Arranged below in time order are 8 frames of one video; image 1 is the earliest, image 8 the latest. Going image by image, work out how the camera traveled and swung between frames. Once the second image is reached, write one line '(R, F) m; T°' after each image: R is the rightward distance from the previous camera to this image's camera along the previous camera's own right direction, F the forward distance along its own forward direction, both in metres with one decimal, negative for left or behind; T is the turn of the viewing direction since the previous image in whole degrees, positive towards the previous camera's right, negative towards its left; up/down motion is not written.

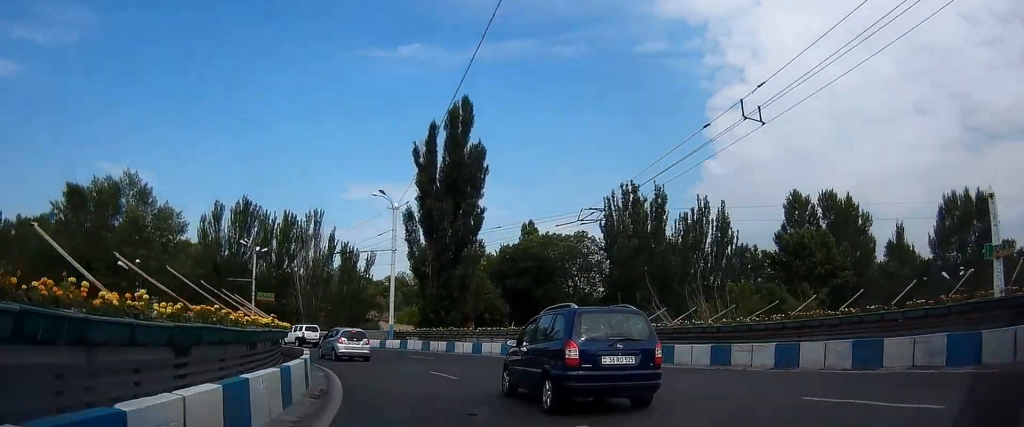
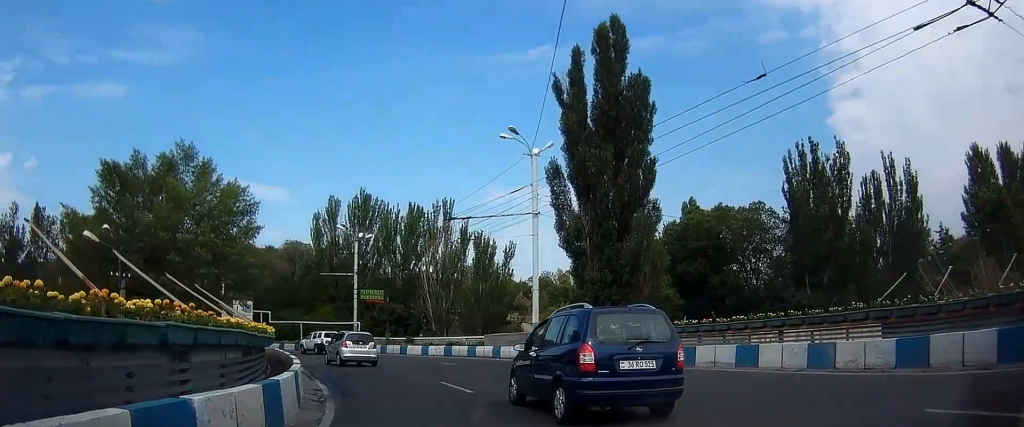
(-1.2, +15.0) m; -11°
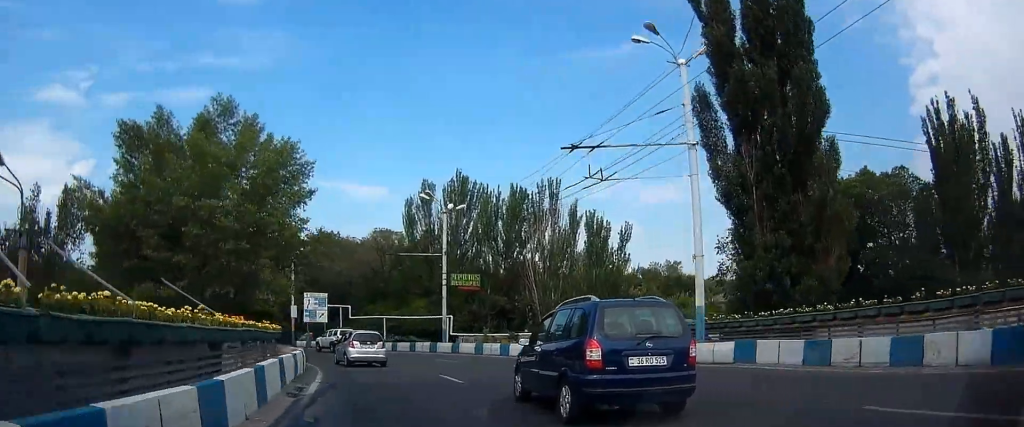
(-0.7, +12.1) m; -11°
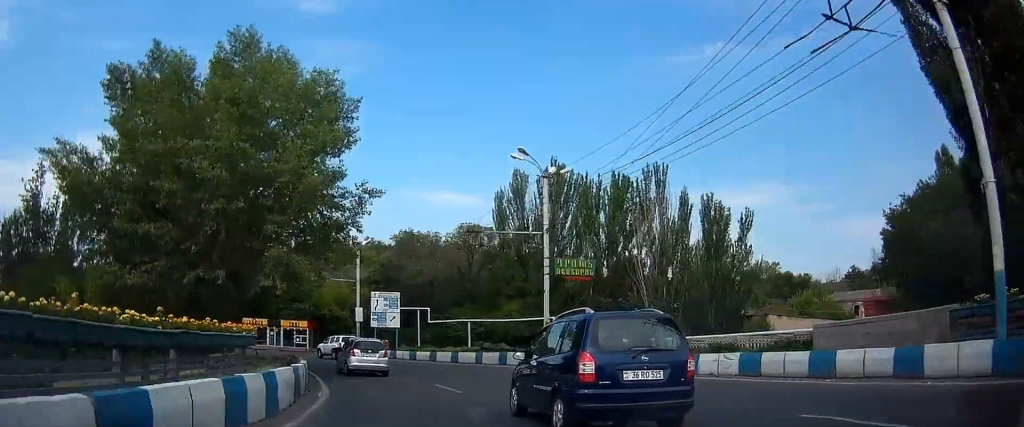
(-1.9, +12.0) m; -12°
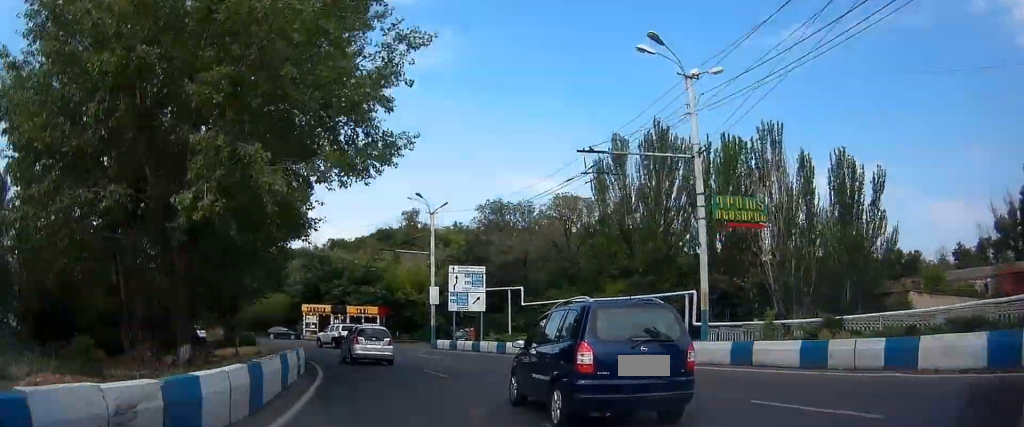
(-1.2, +11.5) m; -10°
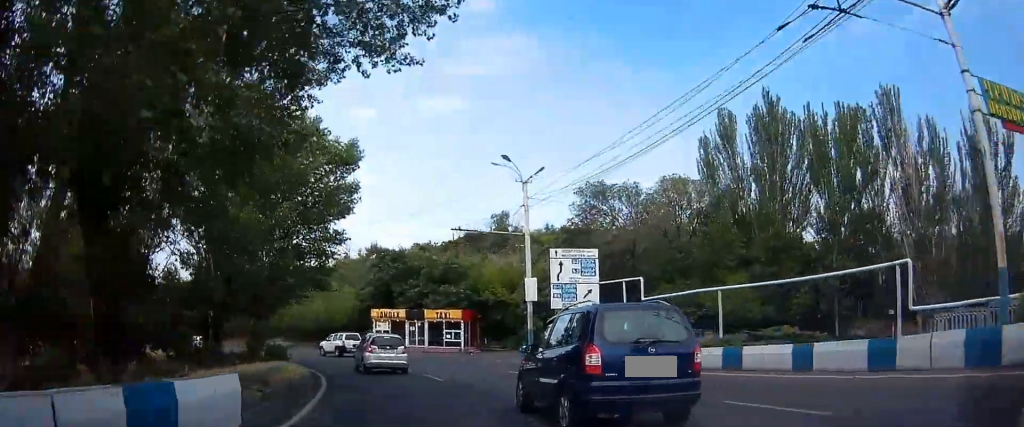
(-0.7, +10.6) m; -7°
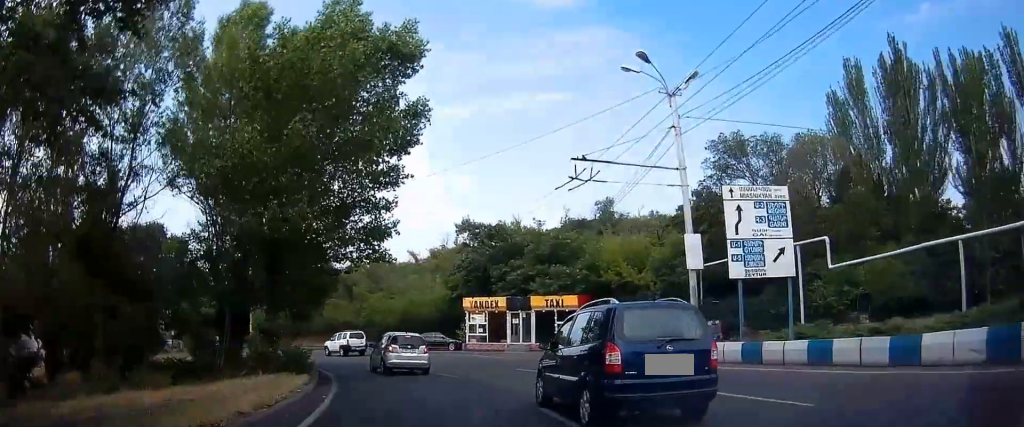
(-0.4, +11.7) m; -8°
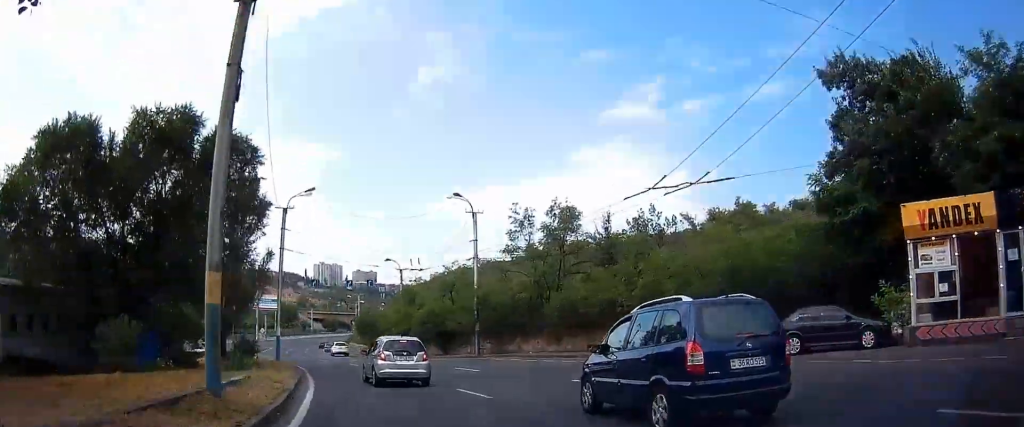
(-5.7, +28.9) m; -27°
